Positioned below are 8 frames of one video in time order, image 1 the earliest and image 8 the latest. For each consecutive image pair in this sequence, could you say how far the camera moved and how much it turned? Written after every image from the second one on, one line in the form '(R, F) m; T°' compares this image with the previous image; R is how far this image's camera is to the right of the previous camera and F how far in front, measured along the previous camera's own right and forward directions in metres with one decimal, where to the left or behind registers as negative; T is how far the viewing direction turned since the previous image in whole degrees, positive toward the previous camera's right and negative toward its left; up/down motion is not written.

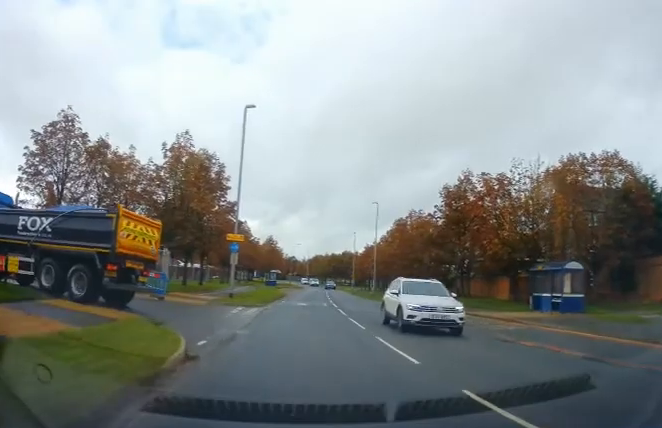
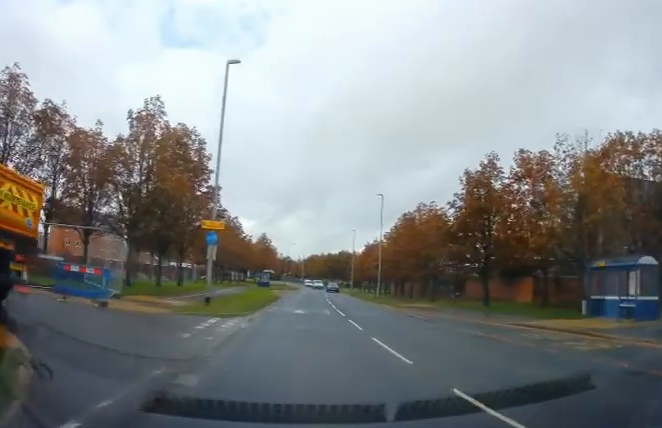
(+0.2, +6.0) m; +3°
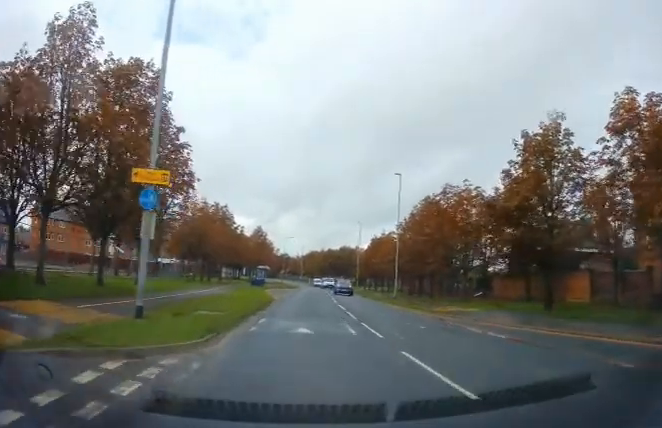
(0.0, +8.6) m; -1°
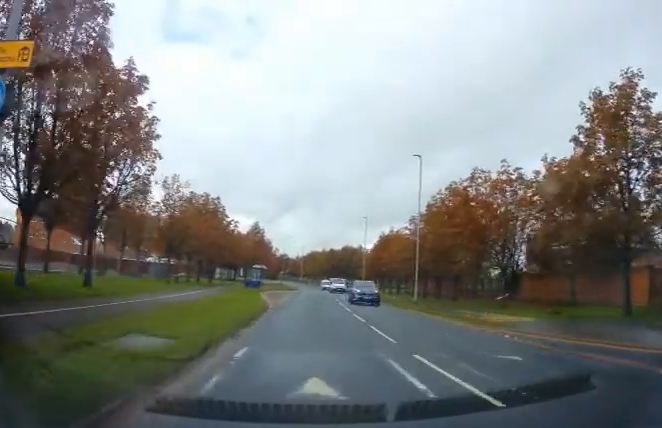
(-0.1, +6.3) m; 0°
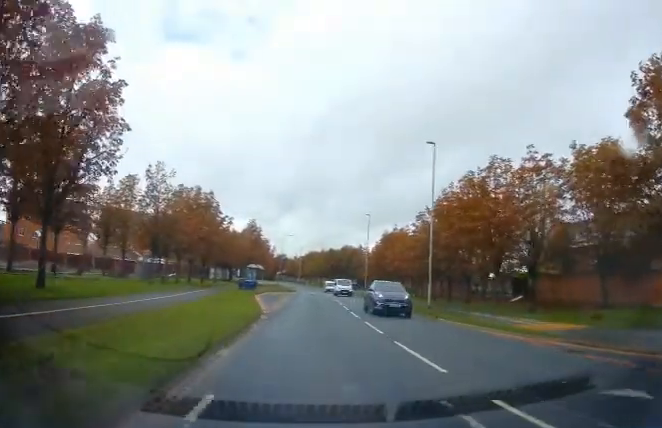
(+0.1, +3.4) m; +1°
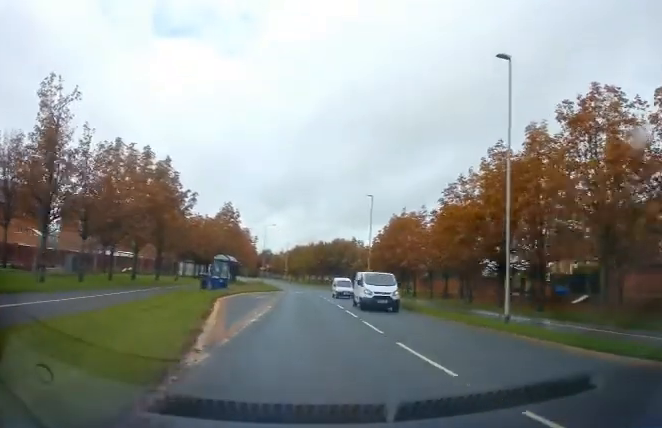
(0.0, +12.7) m; 0°
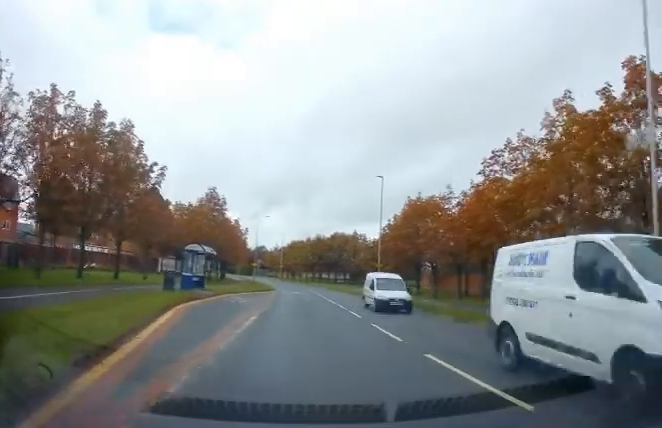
(0.0, +7.8) m; +2°
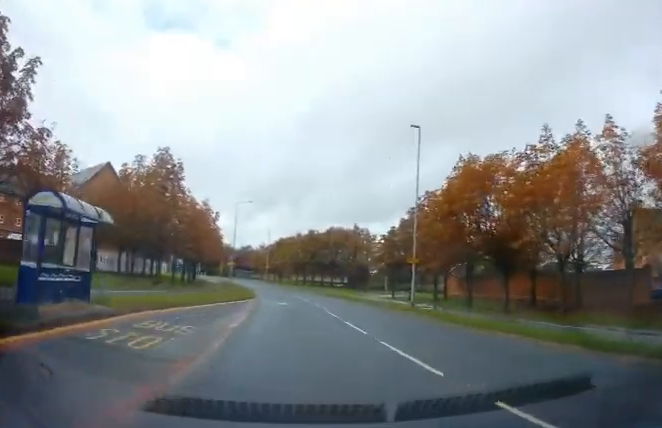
(+0.2, +15.4) m; 0°
